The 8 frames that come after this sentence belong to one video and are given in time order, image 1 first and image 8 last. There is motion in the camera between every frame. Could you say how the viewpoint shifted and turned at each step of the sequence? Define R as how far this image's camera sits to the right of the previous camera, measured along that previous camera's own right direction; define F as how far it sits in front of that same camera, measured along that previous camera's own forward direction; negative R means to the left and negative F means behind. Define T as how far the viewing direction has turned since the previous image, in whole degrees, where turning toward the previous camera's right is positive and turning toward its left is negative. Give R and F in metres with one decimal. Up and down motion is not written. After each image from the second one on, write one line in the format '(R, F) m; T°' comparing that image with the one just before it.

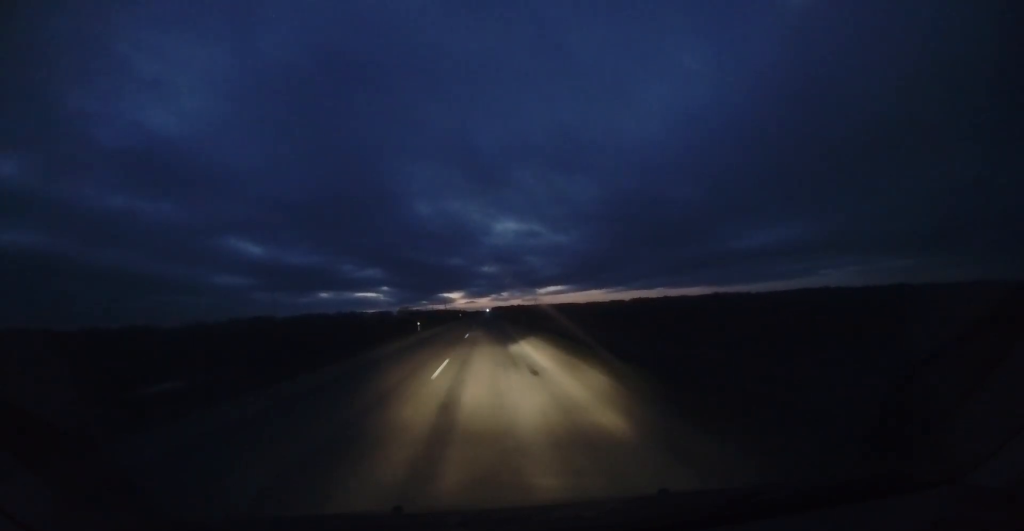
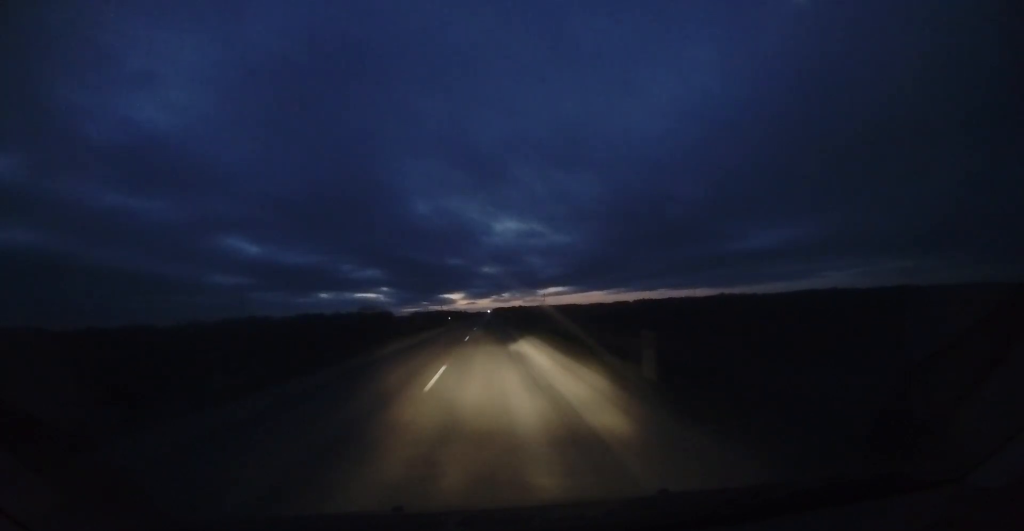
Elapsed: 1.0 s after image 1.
(0.0, +25.6) m; -1°
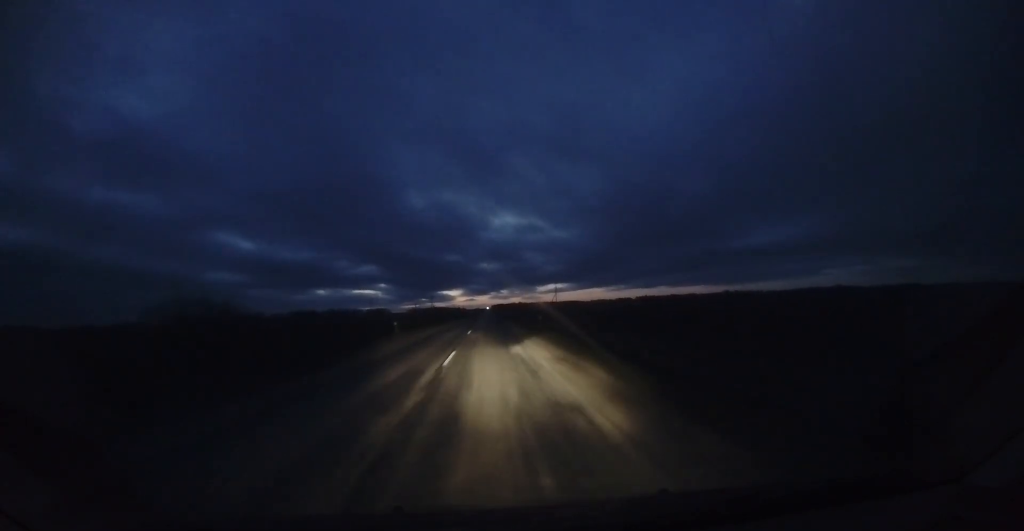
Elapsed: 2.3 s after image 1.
(-0.4, +32.9) m; 0°
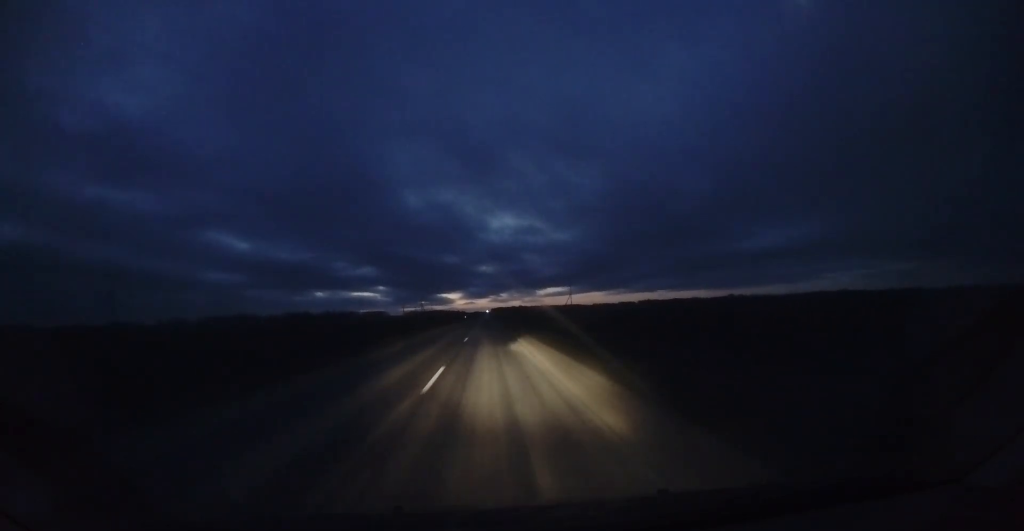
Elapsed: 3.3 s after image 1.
(+0.3, +26.5) m; 0°
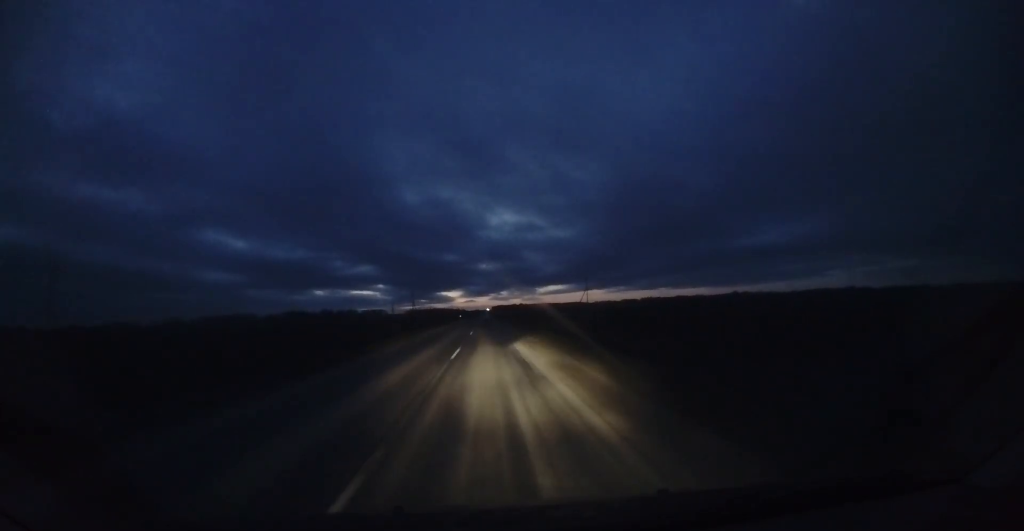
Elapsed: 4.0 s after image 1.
(-0.1, +19.5) m; 0°
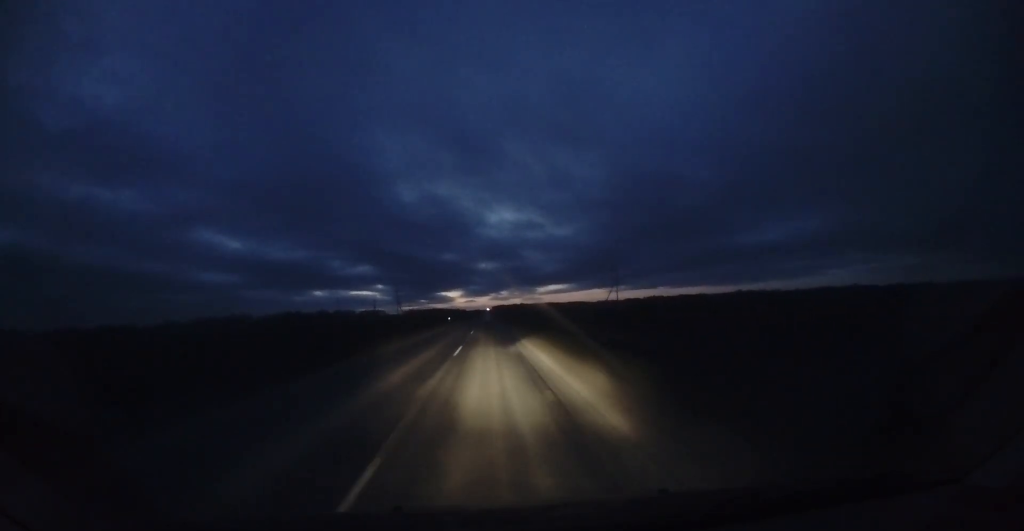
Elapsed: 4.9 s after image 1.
(-0.2, +22.8) m; -1°
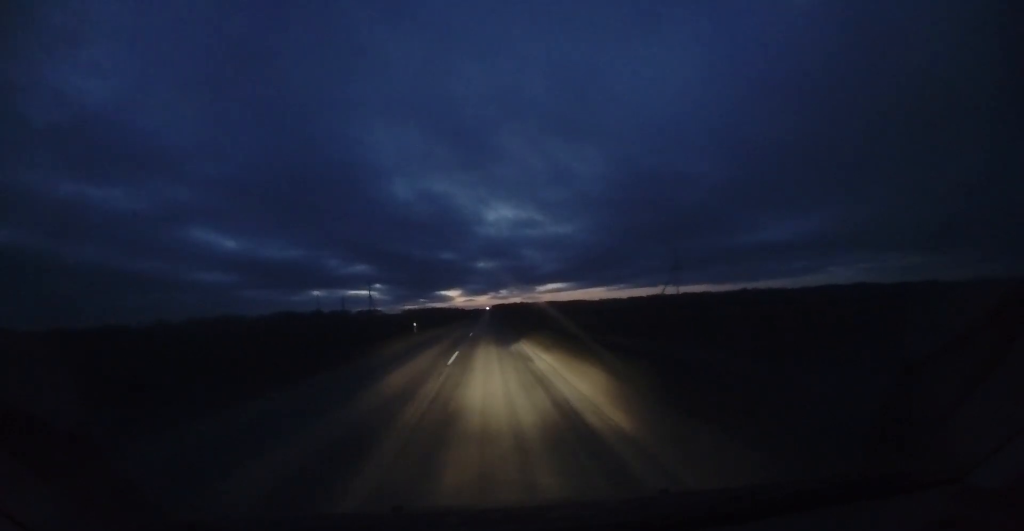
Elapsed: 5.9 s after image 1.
(-0.1, +26.1) m; -2°
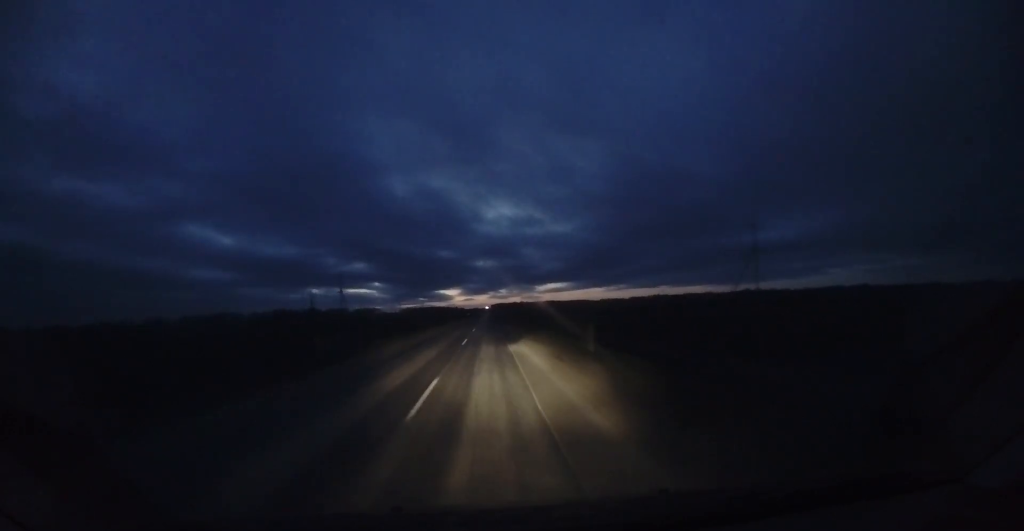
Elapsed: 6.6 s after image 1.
(-0.4, +17.1) m; -1°
